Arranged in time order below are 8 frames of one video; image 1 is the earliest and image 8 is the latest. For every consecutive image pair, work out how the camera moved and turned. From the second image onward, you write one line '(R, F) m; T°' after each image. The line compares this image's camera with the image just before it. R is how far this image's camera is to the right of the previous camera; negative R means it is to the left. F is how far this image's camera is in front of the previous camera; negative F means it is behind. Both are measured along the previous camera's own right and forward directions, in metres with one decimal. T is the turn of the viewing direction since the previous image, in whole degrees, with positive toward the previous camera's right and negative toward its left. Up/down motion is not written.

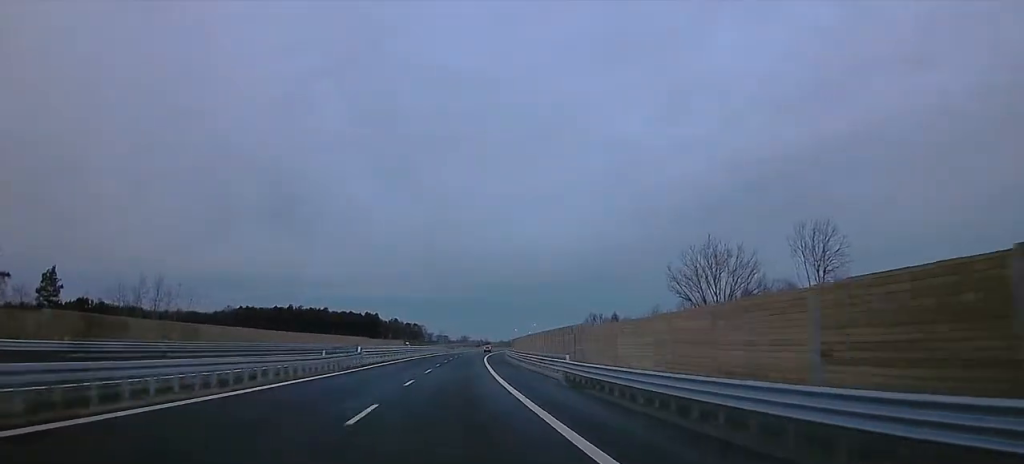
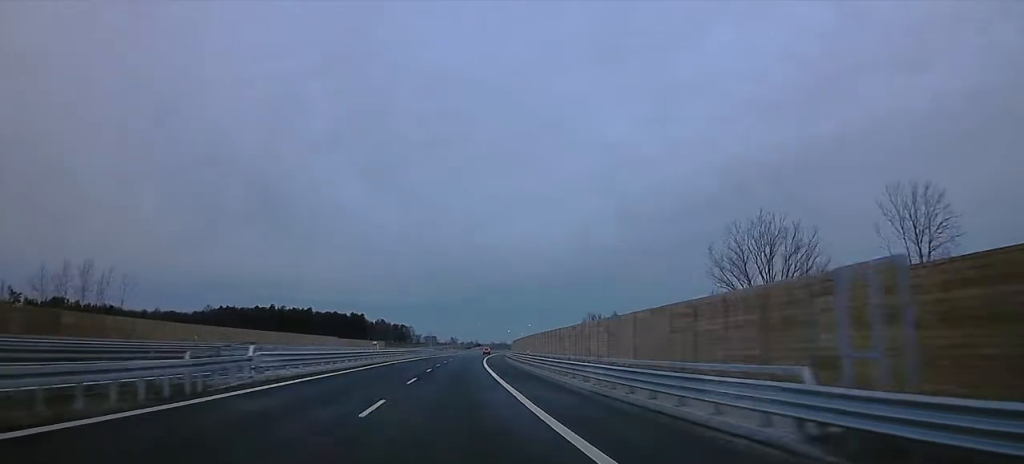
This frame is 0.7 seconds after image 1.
(0.0, +22.8) m; 0°
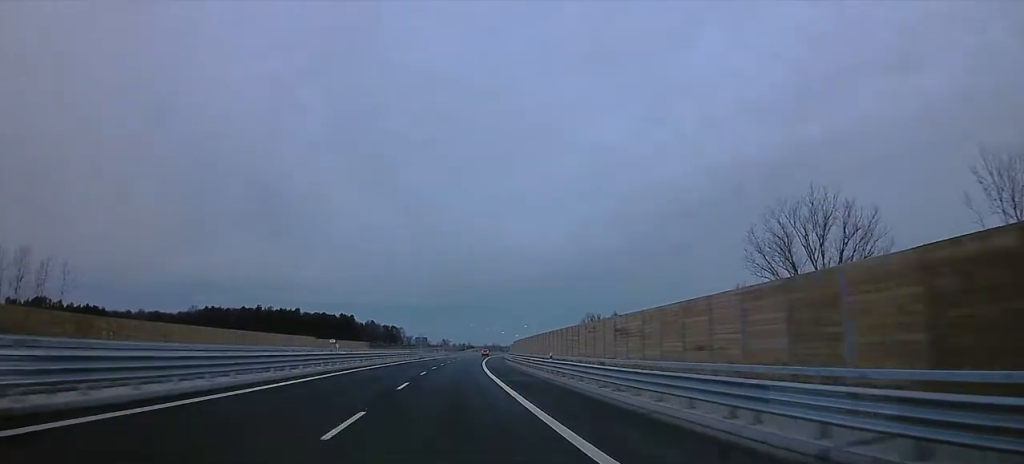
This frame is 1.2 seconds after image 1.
(0.0, +15.5) m; 0°
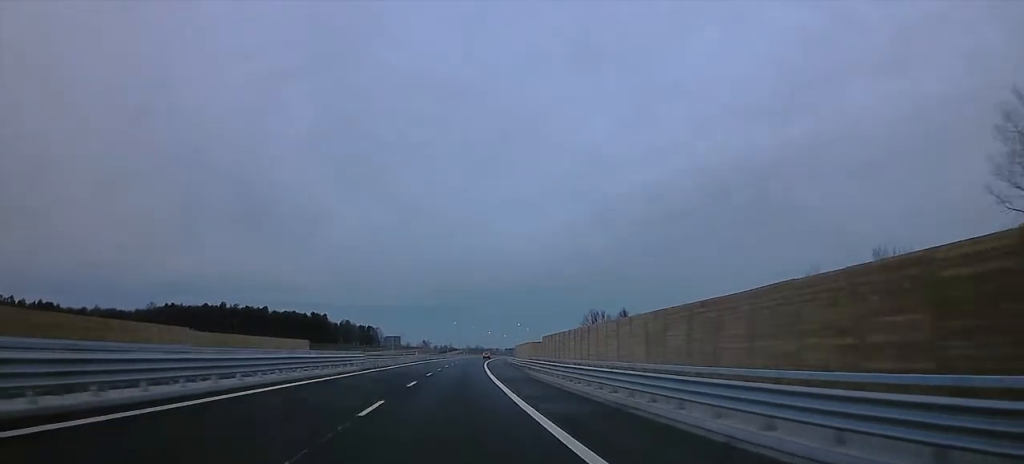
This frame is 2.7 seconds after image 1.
(+0.3, +44.3) m; +2°
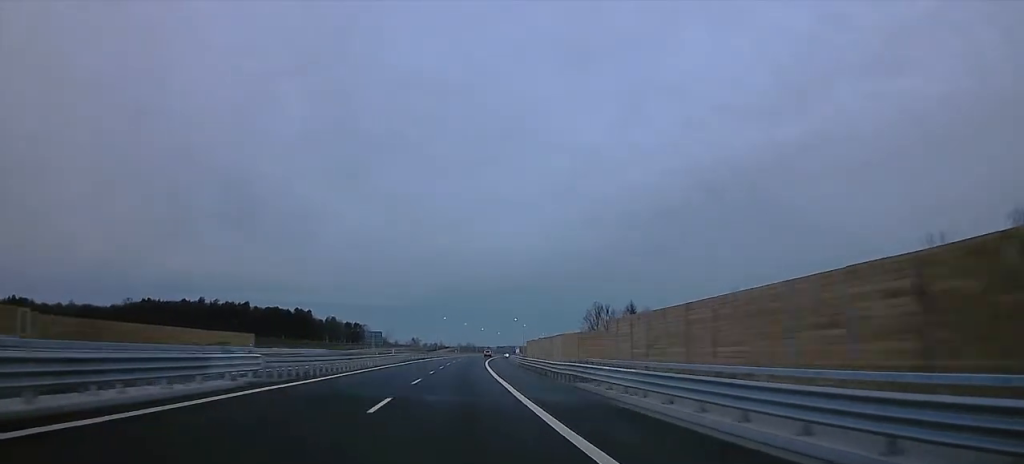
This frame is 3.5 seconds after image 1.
(+0.3, +24.5) m; +1°
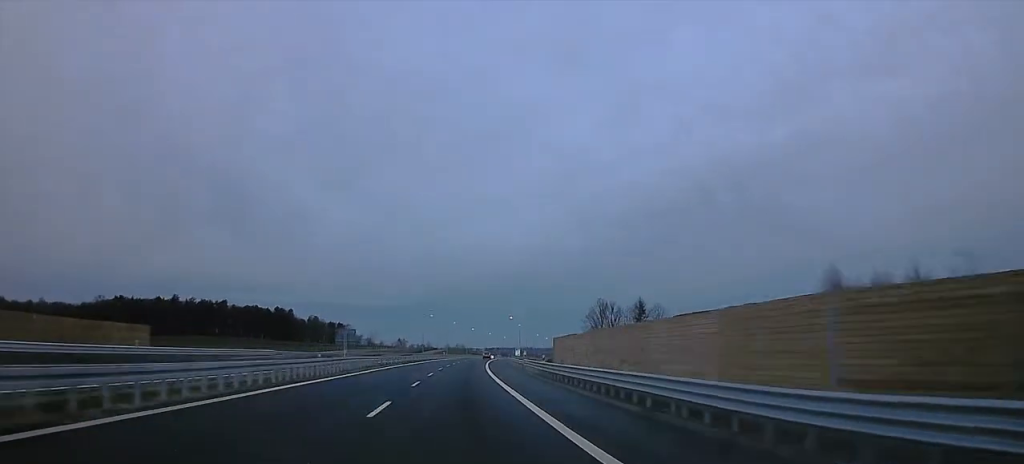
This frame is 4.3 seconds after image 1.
(+0.3, +24.4) m; +1°
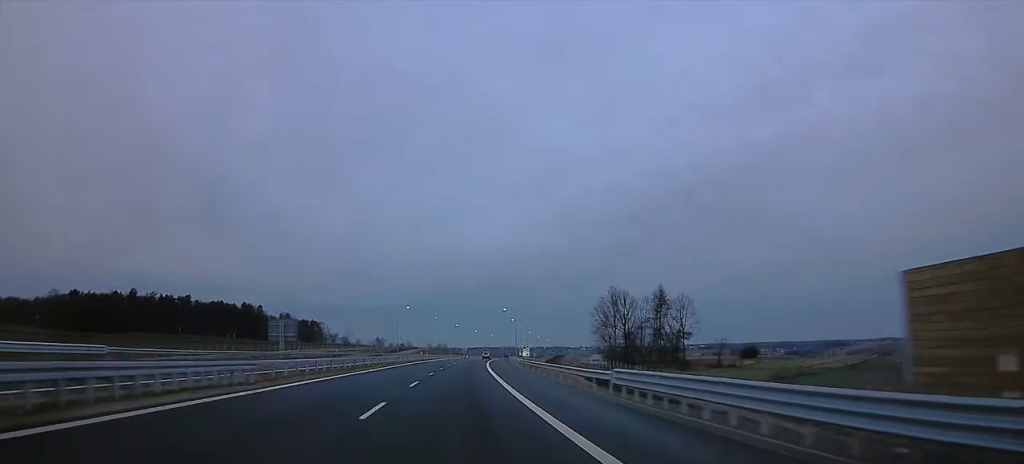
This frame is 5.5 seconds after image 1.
(+0.2, +36.9) m; +1°
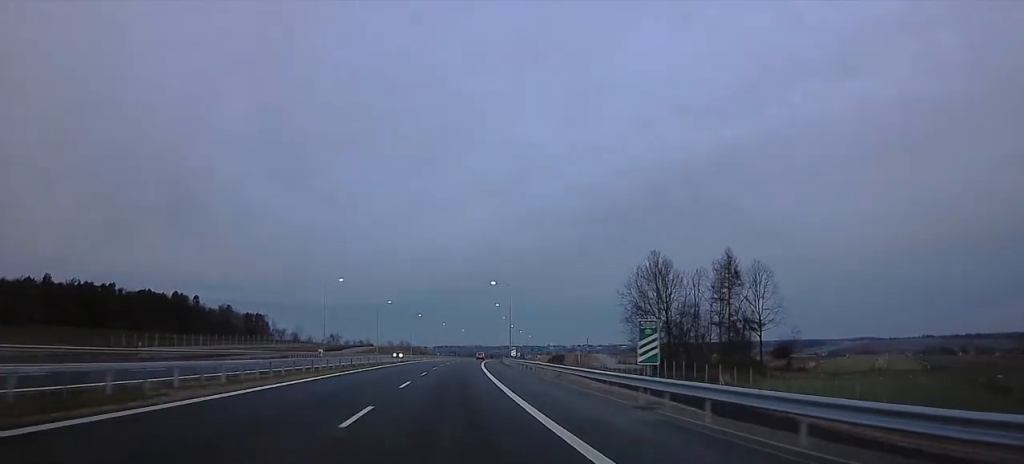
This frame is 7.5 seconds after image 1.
(+1.9, +61.7) m; +3°
